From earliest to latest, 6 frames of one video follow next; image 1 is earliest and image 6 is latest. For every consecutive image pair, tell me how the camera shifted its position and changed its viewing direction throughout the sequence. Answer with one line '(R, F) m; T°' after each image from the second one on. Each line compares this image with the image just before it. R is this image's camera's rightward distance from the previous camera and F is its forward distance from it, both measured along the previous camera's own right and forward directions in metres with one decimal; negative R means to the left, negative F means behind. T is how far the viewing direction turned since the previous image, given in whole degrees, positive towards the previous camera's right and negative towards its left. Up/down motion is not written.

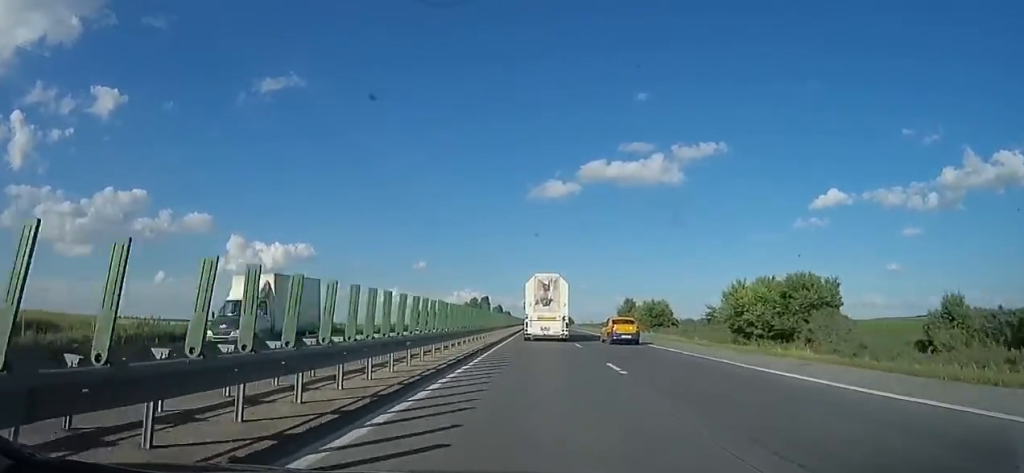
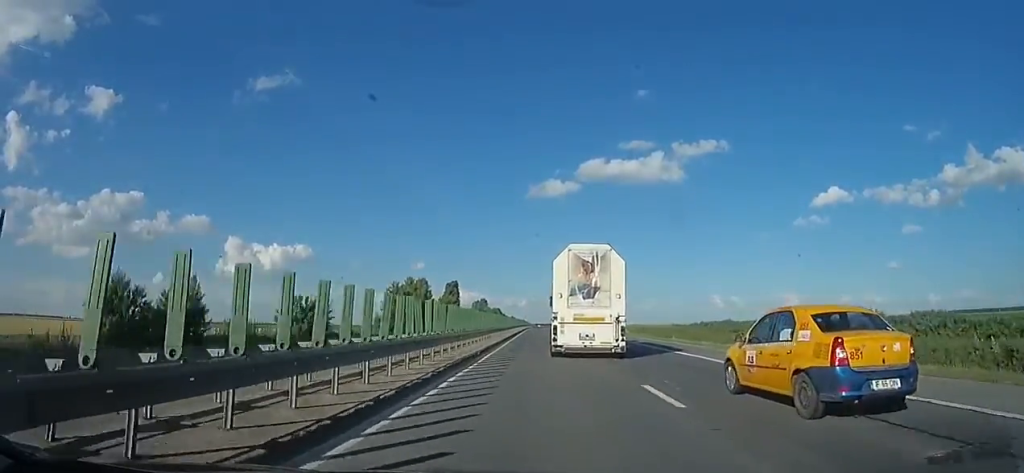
(+1.6, +77.7) m; +1°
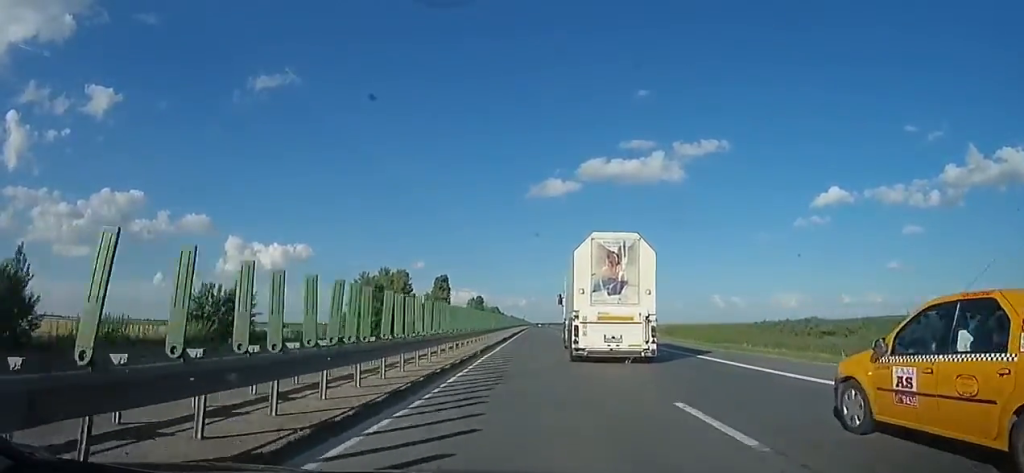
(-0.6, +13.8) m; 0°
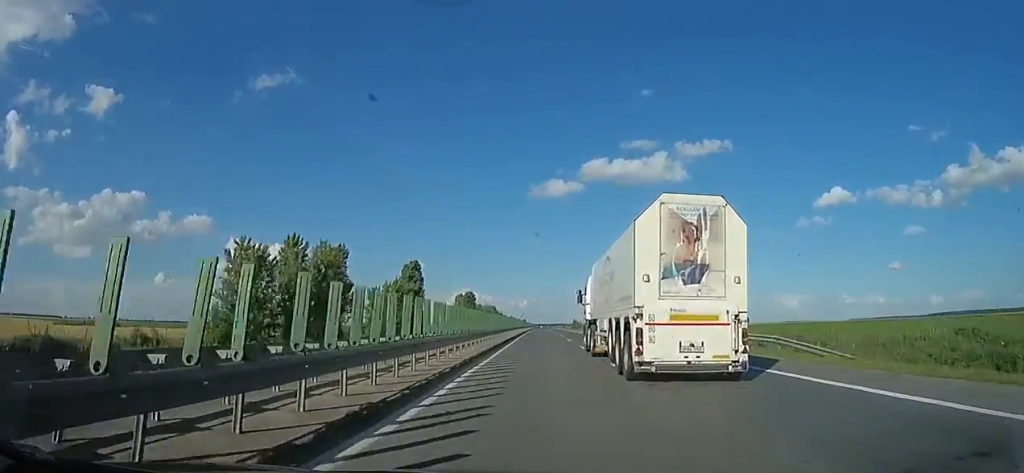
(+1.6, +27.5) m; +1°
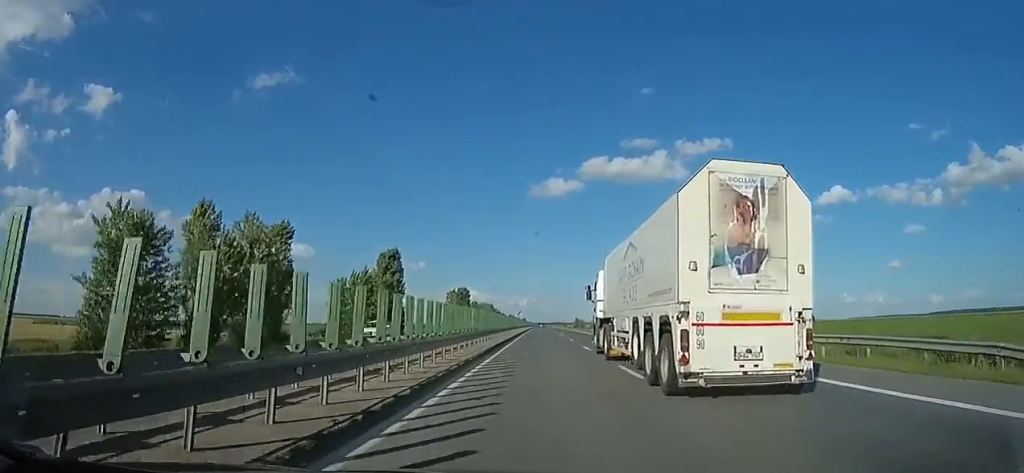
(-0.7, +13.2) m; 0°
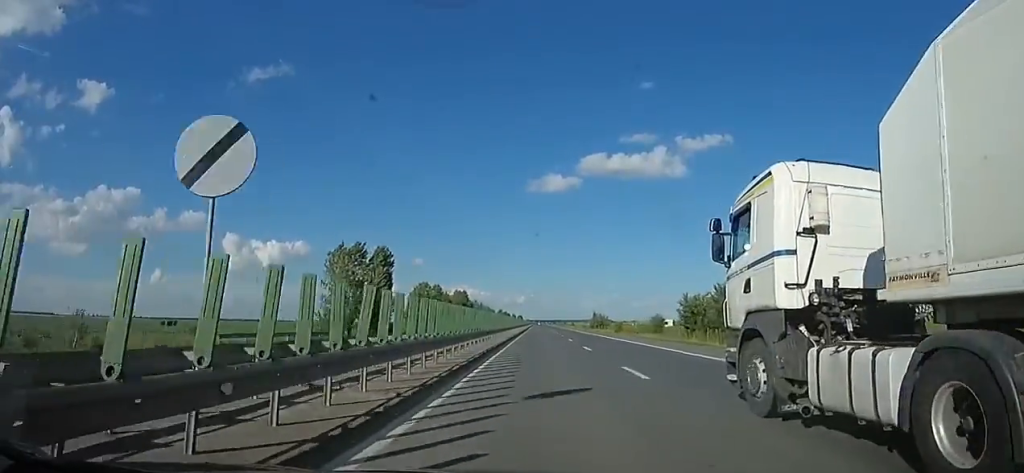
(-0.7, +71.1) m; -3°
